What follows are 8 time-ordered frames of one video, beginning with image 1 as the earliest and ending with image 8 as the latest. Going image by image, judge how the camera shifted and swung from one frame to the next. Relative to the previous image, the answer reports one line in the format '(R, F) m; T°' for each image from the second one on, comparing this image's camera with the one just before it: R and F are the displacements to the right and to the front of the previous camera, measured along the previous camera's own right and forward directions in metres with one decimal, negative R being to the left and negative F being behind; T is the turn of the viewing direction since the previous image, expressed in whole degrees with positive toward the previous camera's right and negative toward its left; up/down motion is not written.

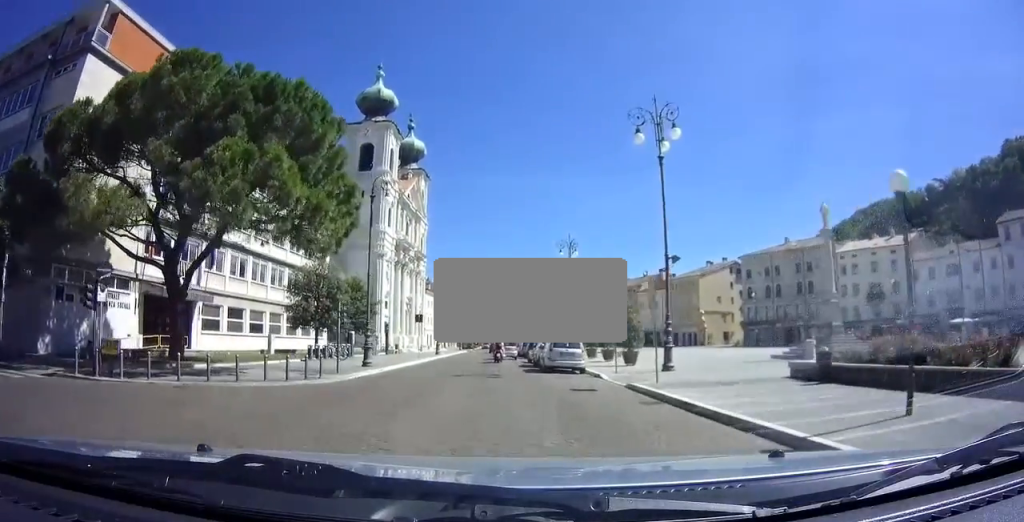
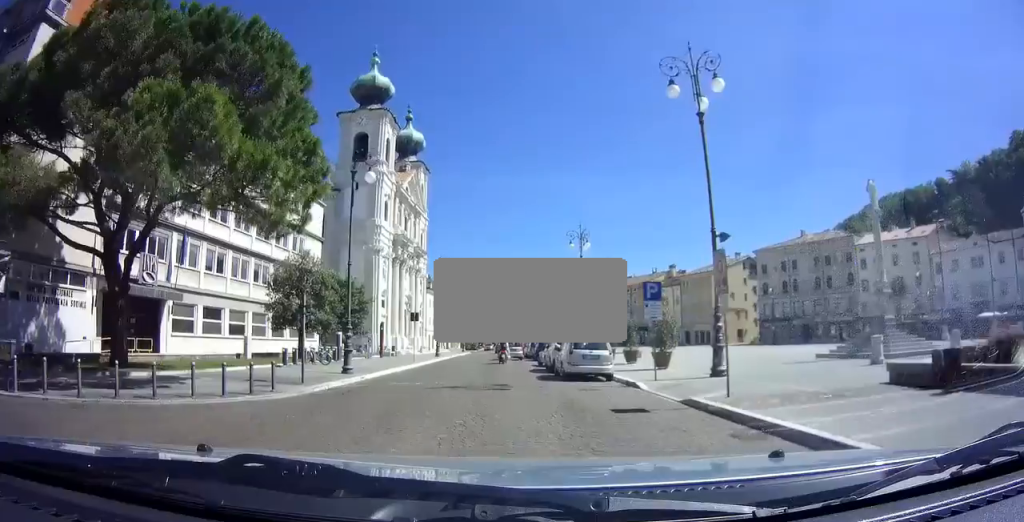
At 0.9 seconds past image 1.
(0.0, +5.4) m; 0°
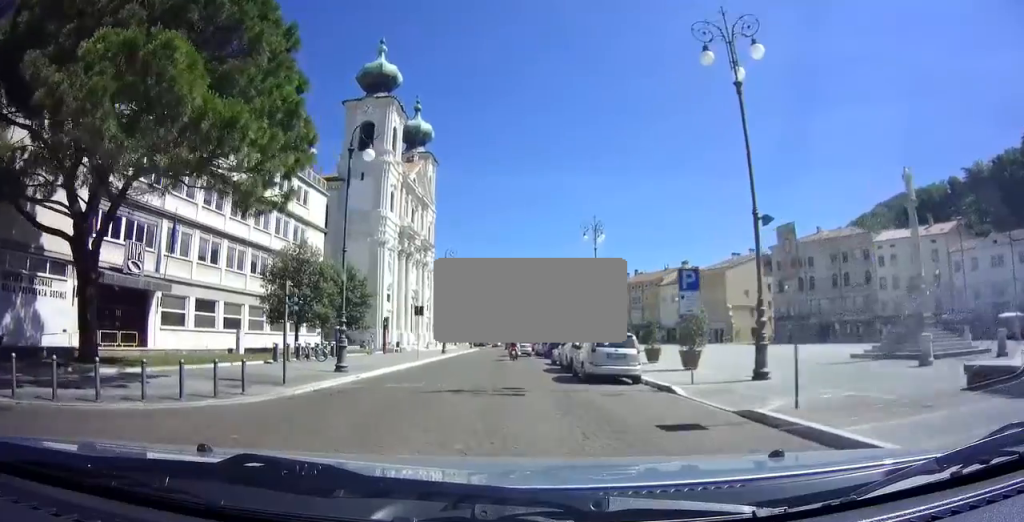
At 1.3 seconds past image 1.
(0.0, +2.8) m; 0°
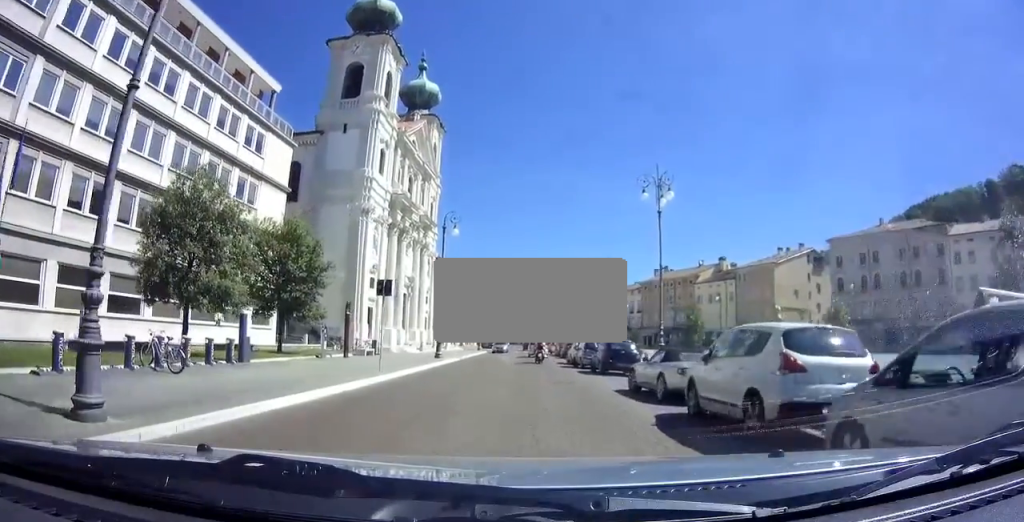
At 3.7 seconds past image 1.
(0.0, +16.3) m; 0°
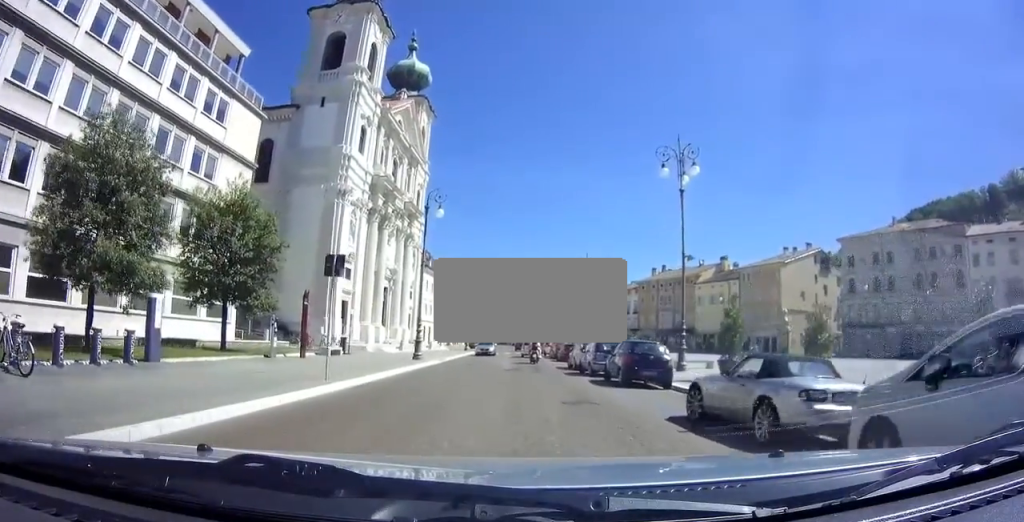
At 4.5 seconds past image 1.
(0.0, +5.5) m; 0°
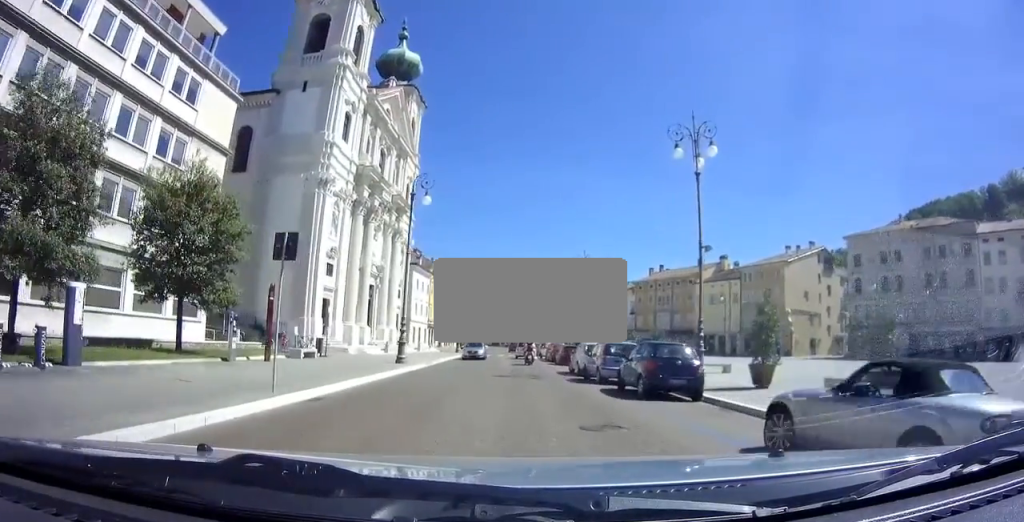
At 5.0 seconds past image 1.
(0.0, +3.4) m; +1°
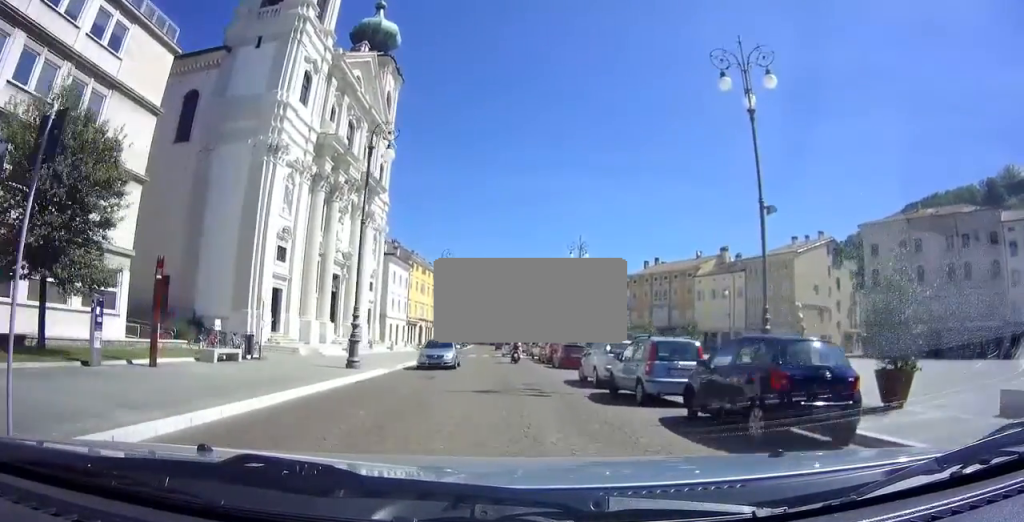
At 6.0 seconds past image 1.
(+0.1, +6.6) m; +2°
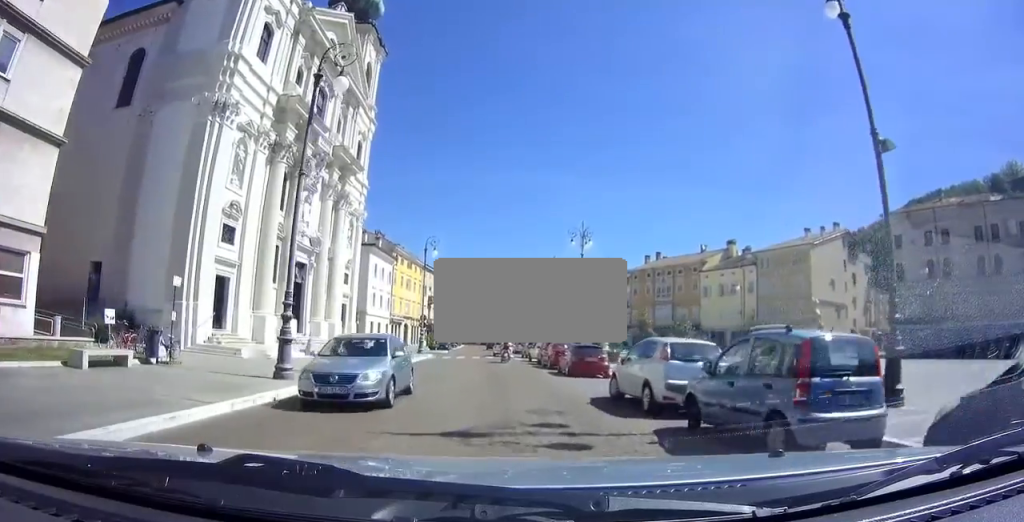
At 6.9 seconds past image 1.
(+0.2, +6.2) m; +2°
